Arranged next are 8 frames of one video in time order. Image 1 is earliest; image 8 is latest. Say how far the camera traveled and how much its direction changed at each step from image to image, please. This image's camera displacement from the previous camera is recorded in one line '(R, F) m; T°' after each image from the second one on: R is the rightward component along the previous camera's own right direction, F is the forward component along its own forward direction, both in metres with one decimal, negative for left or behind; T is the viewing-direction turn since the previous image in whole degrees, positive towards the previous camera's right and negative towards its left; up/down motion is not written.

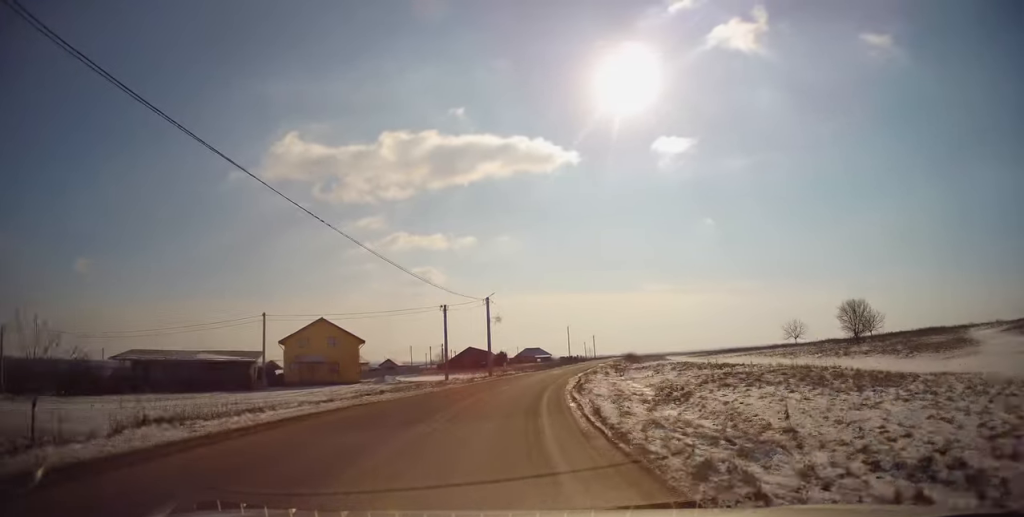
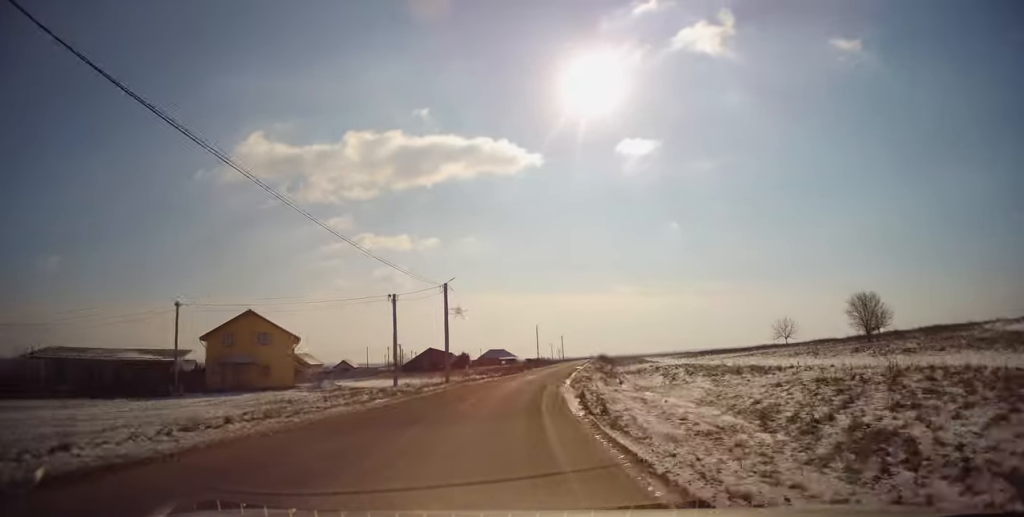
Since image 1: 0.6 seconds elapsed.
(+0.2, +10.4) m; +4°
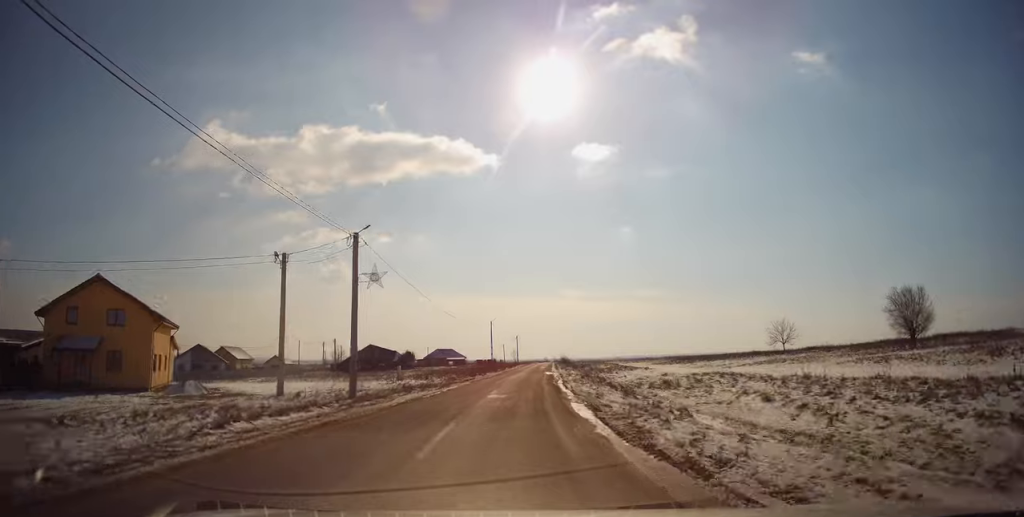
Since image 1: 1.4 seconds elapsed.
(+0.9, +16.5) m; +6°
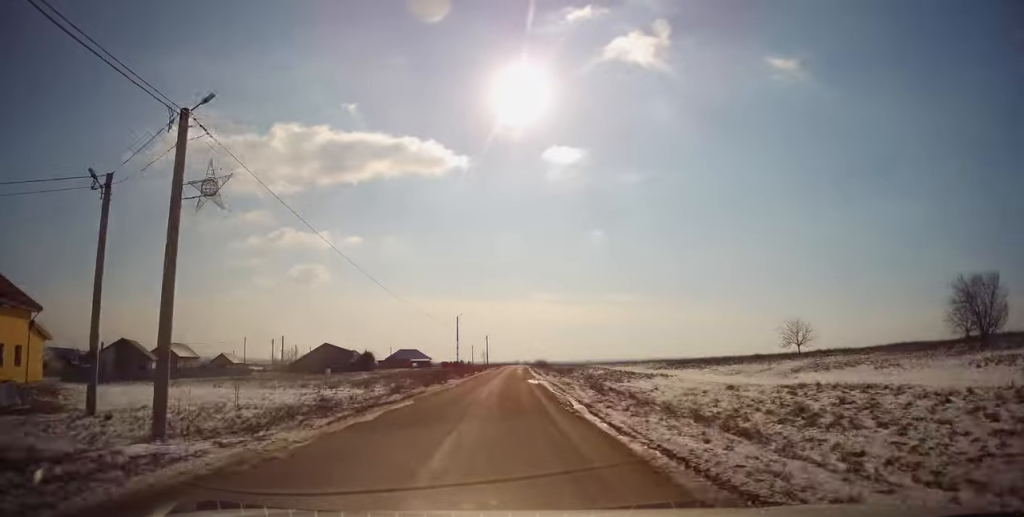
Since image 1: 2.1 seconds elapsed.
(+0.6, +13.8) m; +3°
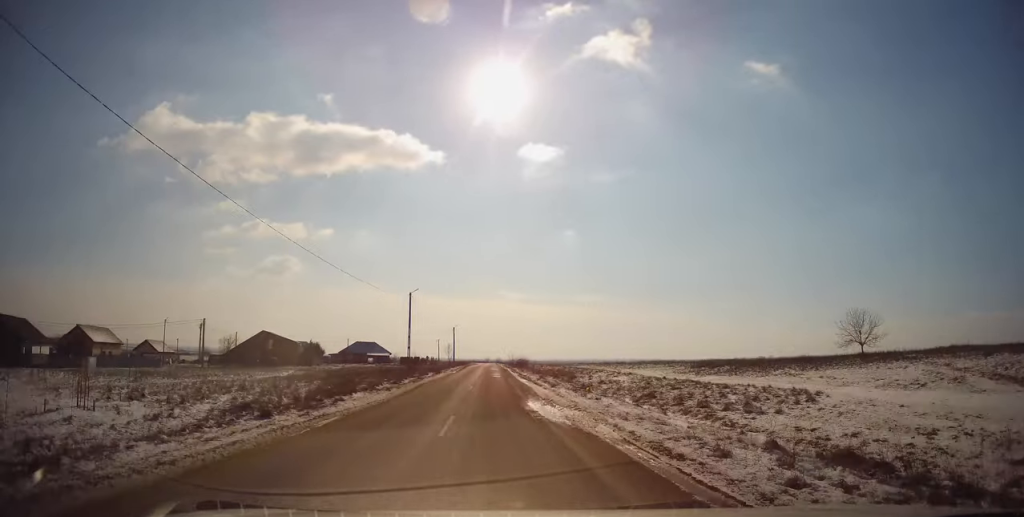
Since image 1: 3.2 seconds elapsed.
(+0.8, +20.8) m; +3°
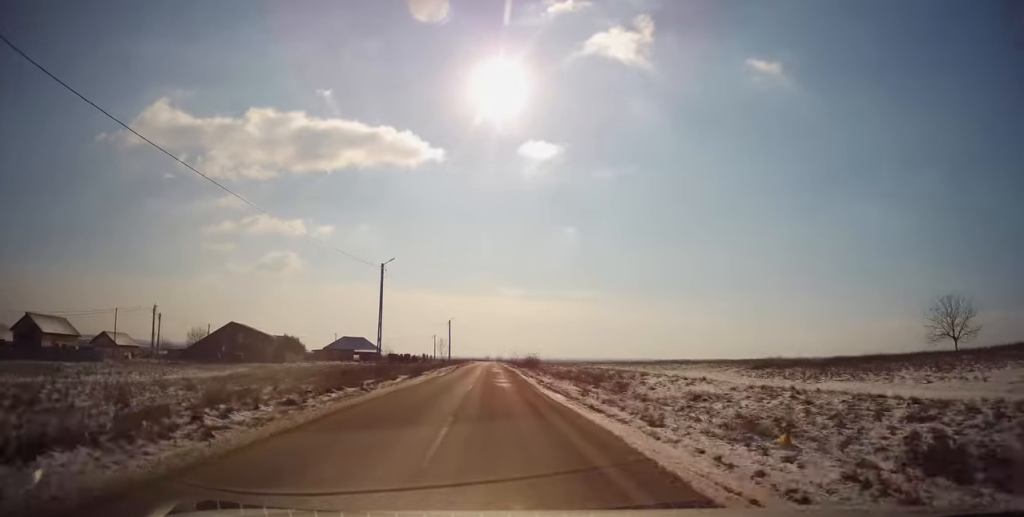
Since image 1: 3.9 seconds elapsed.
(+0.1, +14.4) m; 0°
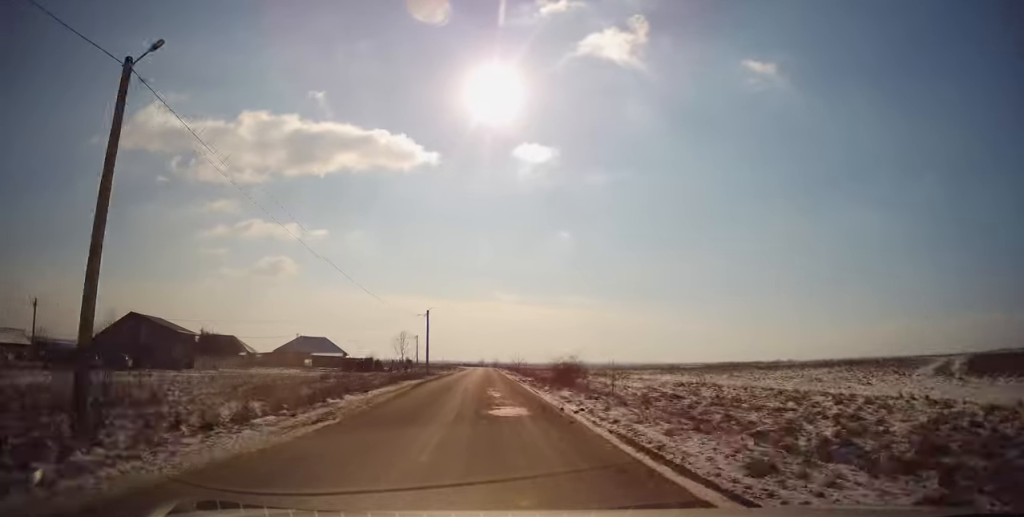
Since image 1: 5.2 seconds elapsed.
(-0.2, +28.8) m; 0°
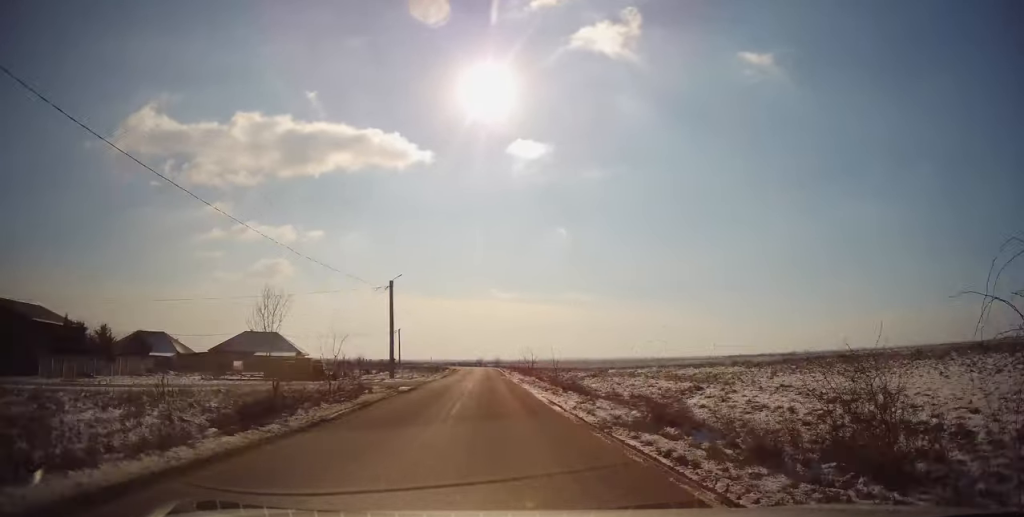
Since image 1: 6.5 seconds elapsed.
(+0.3, +26.2) m; 0°
